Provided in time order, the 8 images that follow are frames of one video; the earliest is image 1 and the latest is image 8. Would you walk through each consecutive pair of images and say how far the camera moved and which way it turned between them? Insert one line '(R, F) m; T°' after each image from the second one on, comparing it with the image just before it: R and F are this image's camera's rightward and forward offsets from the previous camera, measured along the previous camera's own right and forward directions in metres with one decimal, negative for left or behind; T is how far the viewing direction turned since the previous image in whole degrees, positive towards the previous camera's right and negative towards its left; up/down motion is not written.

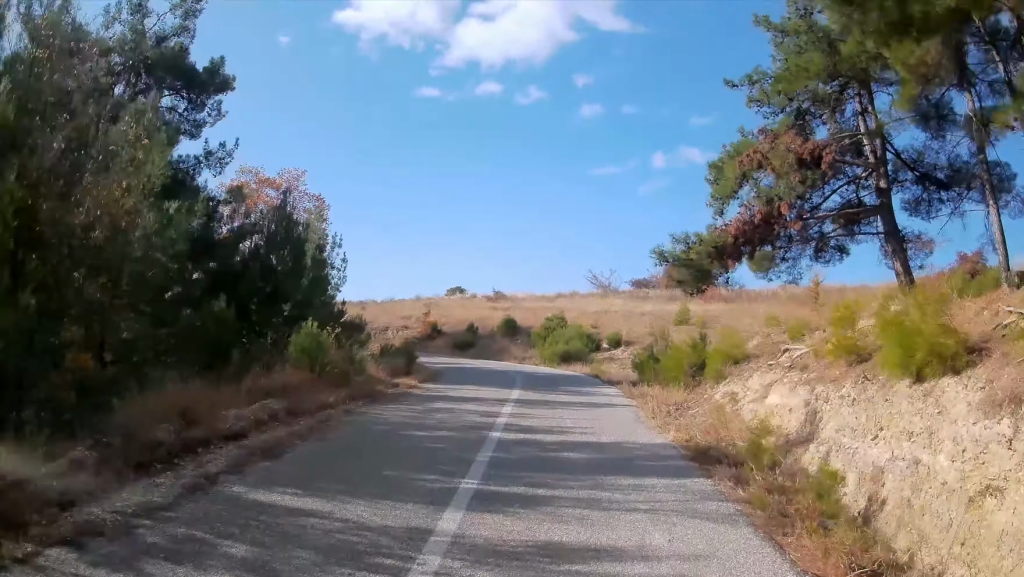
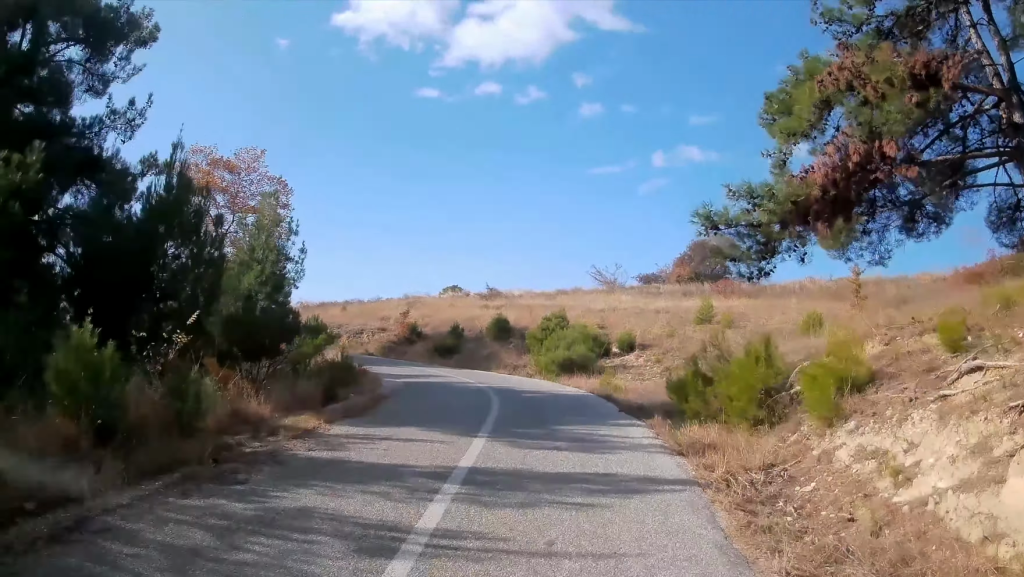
(-0.2, +7.1) m; -4°
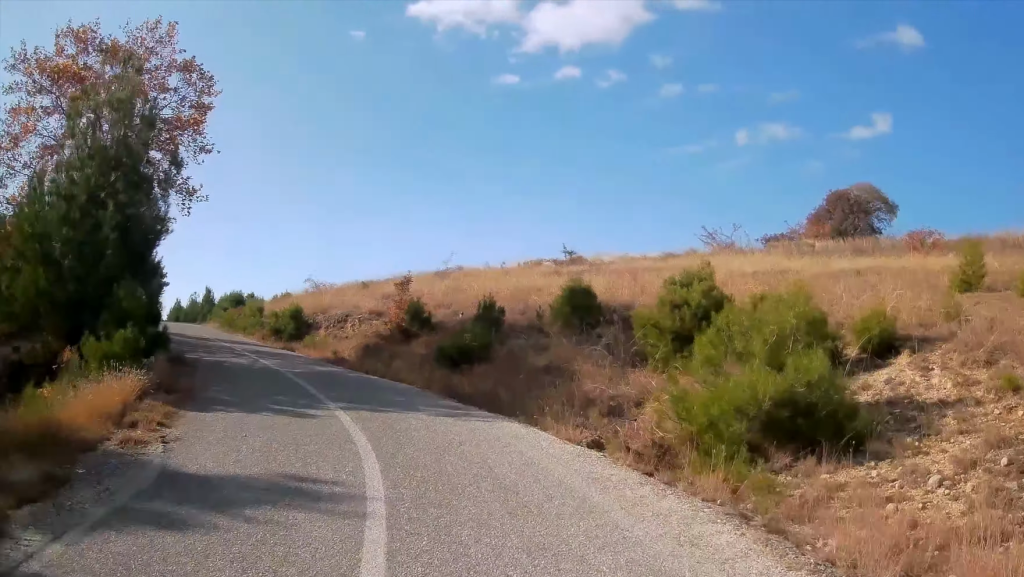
(-1.7, +20.3) m; -9°
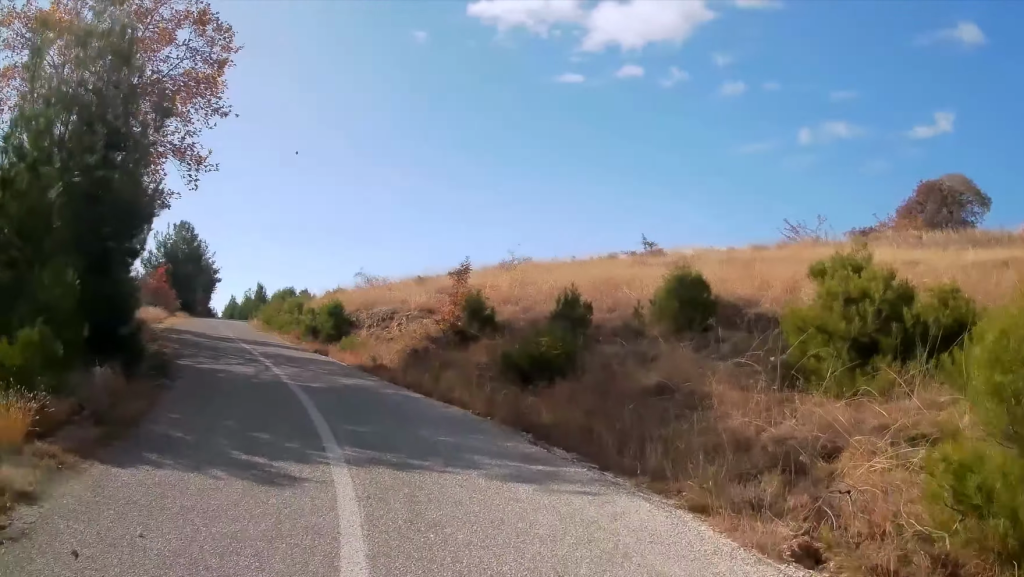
(+0.1, +4.9) m; -4°
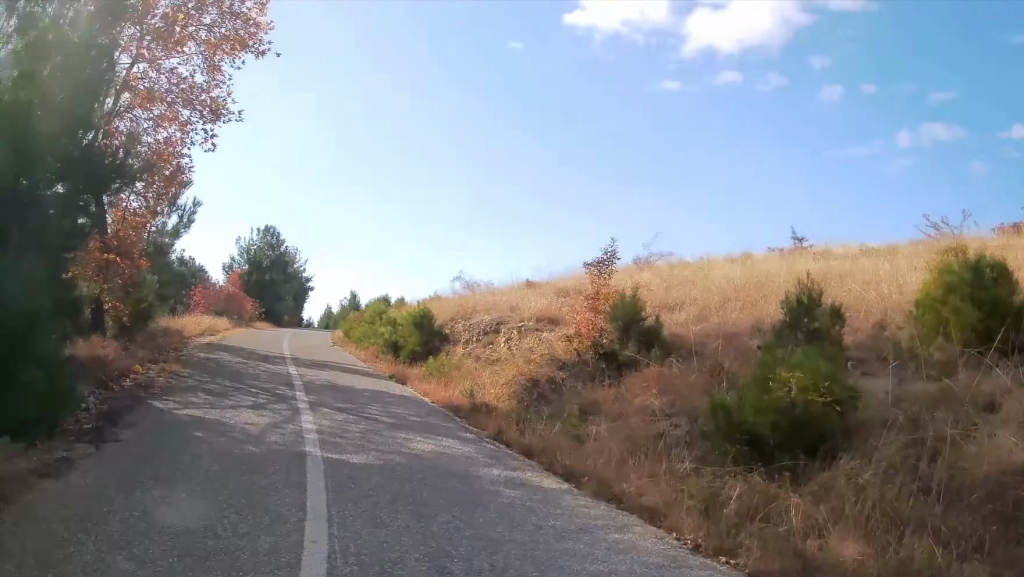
(-0.4, +6.2) m; -10°
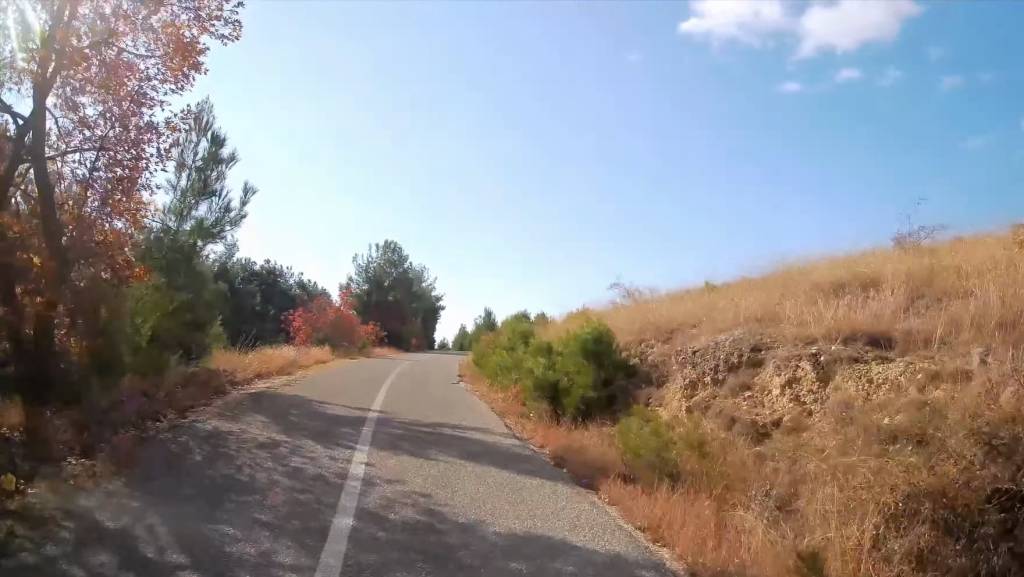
(-1.1, +7.4) m; -10°
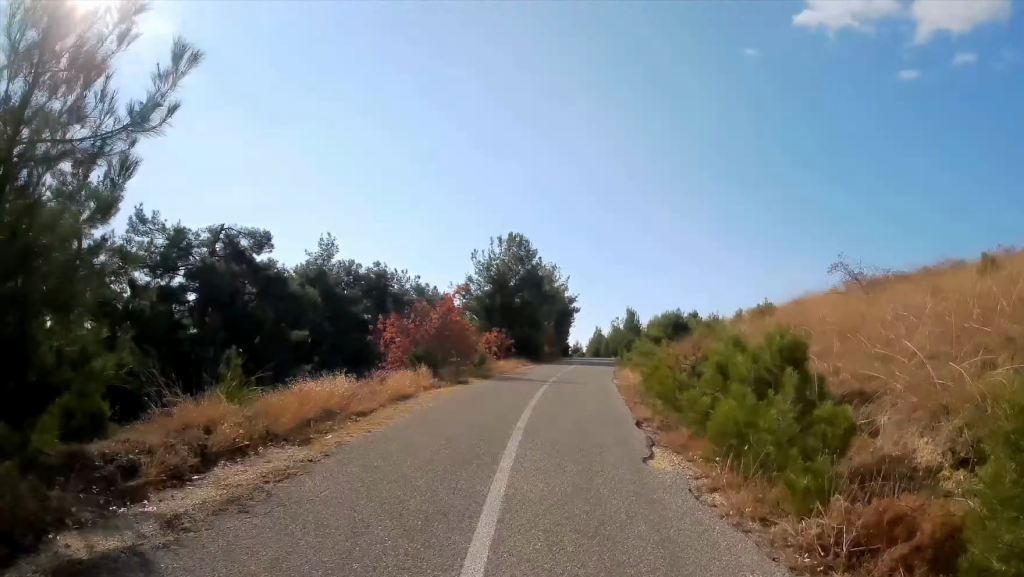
(-0.6, +9.7) m; -4°
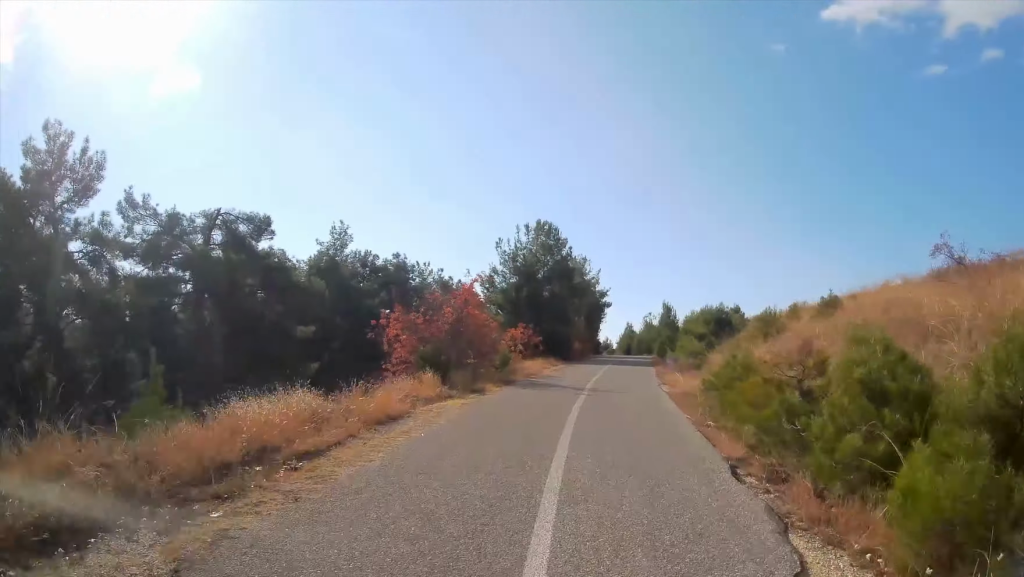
(0.0, +4.5) m; -1°
